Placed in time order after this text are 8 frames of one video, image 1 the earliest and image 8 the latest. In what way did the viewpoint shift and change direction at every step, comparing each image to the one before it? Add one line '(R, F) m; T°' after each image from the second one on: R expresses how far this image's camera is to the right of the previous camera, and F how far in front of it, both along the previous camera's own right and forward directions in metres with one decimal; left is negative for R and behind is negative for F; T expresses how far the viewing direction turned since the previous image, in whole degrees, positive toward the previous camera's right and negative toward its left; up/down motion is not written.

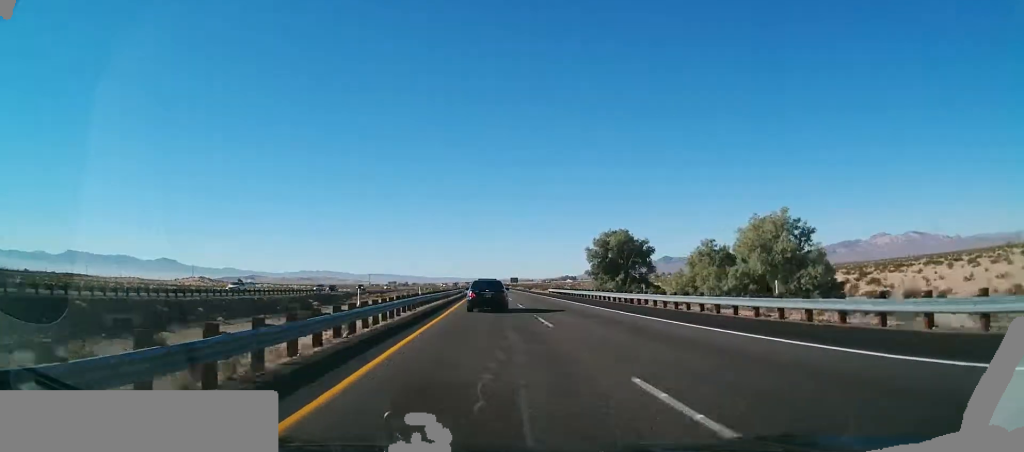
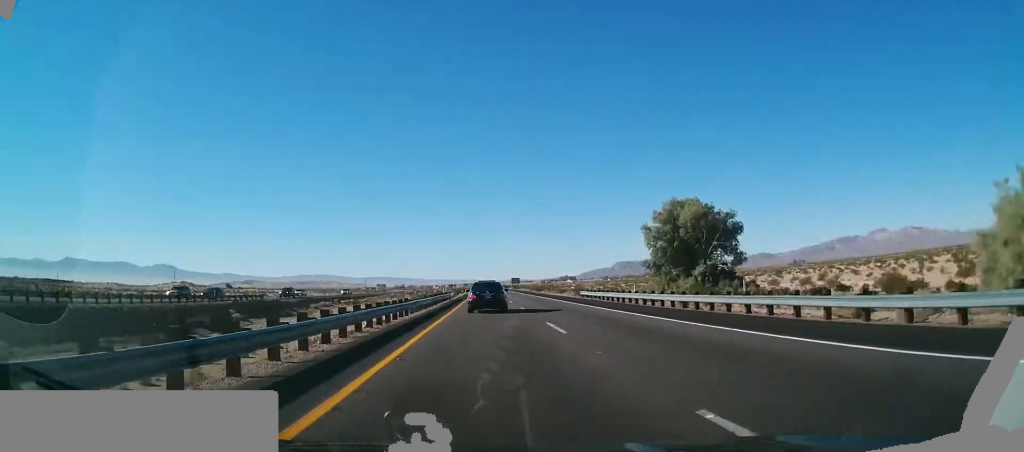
(0.0, +31.3) m; 0°
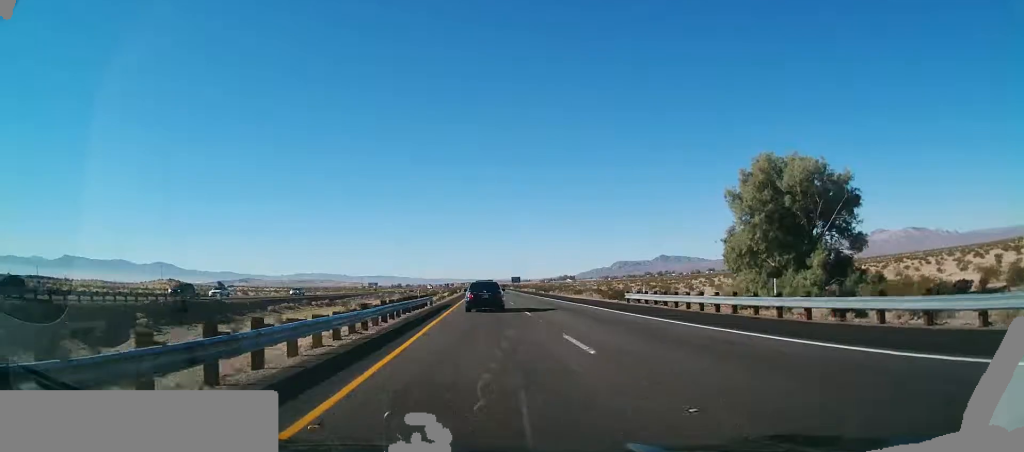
(-0.2, +19.5) m; 0°
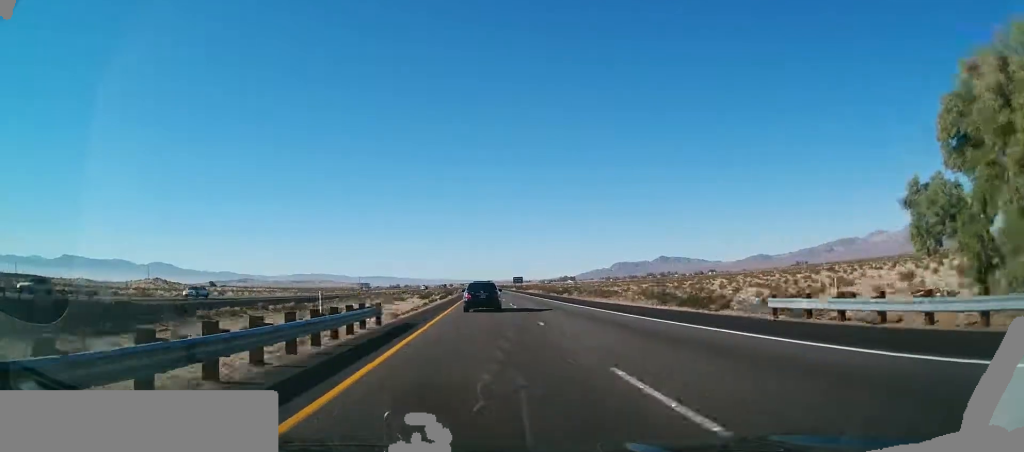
(+0.1, +20.8) m; 0°
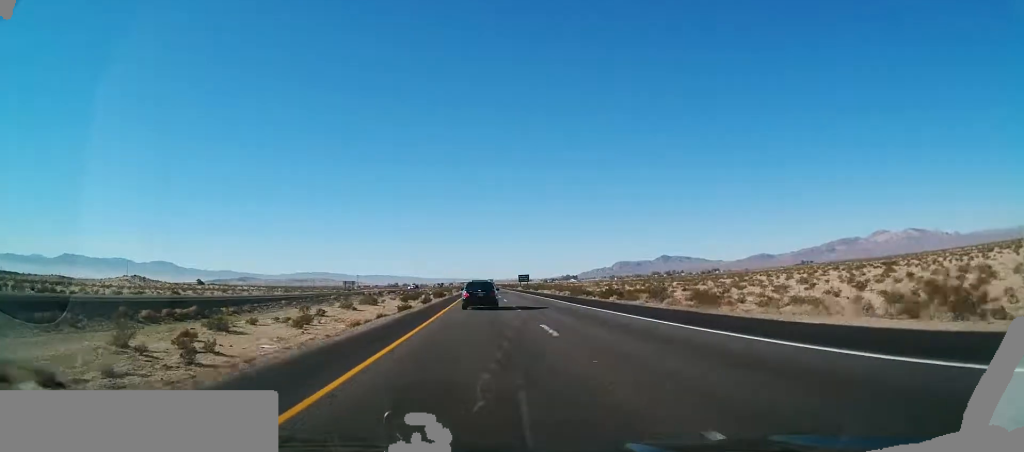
(0.0, +33.0) m; 0°
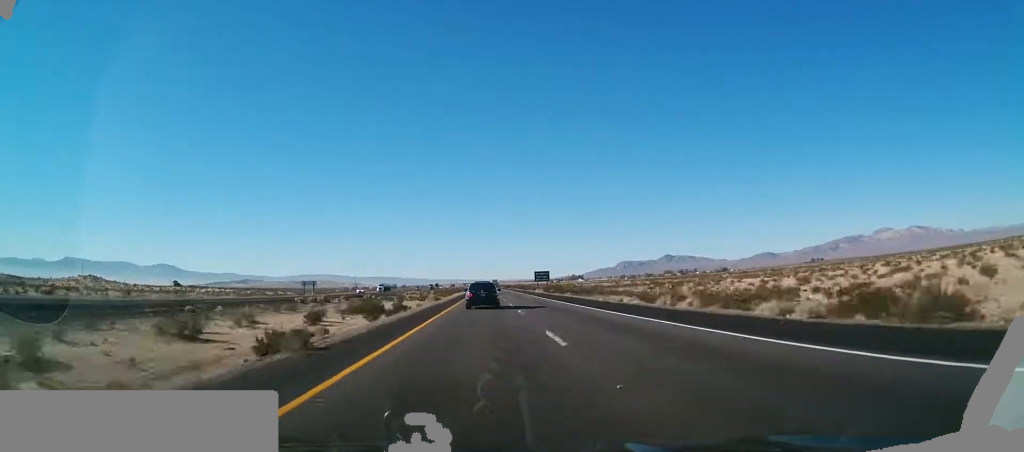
(+0.2, +60.3) m; 0°
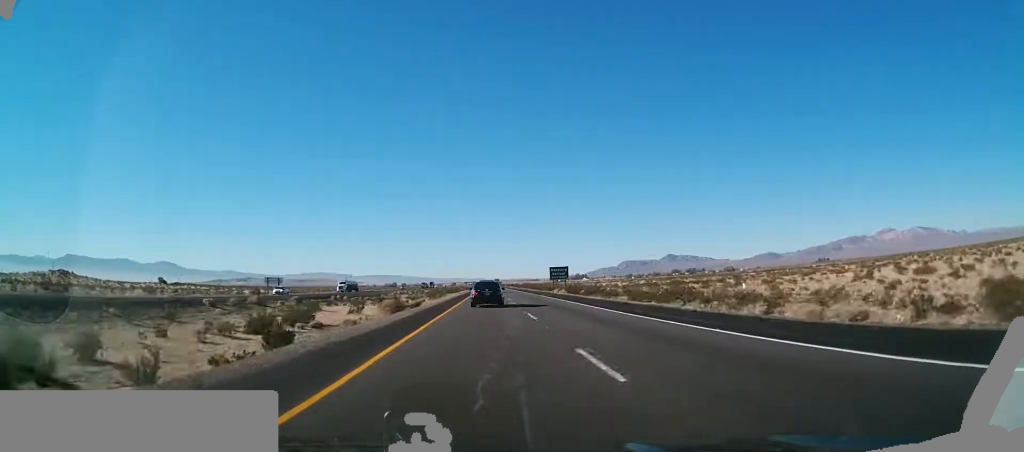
(-0.1, +34.0) m; 0°
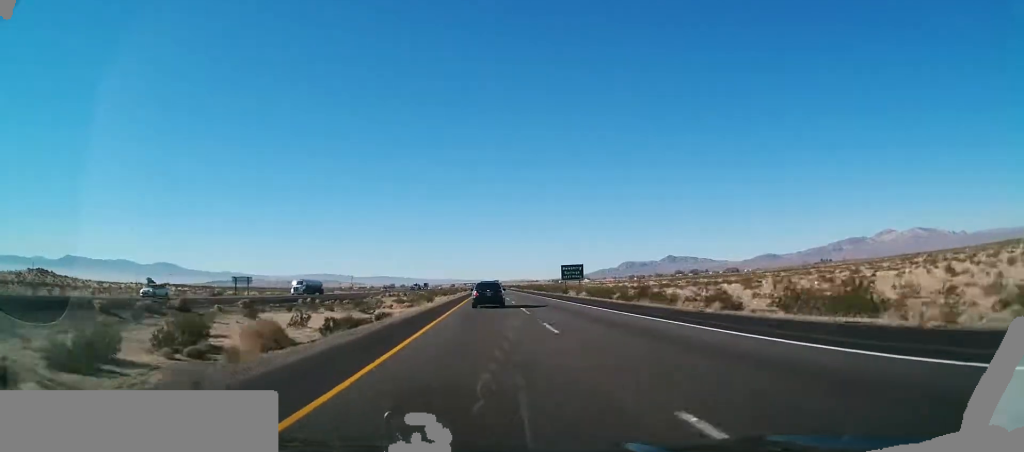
(+0.2, +20.5) m; 0°
